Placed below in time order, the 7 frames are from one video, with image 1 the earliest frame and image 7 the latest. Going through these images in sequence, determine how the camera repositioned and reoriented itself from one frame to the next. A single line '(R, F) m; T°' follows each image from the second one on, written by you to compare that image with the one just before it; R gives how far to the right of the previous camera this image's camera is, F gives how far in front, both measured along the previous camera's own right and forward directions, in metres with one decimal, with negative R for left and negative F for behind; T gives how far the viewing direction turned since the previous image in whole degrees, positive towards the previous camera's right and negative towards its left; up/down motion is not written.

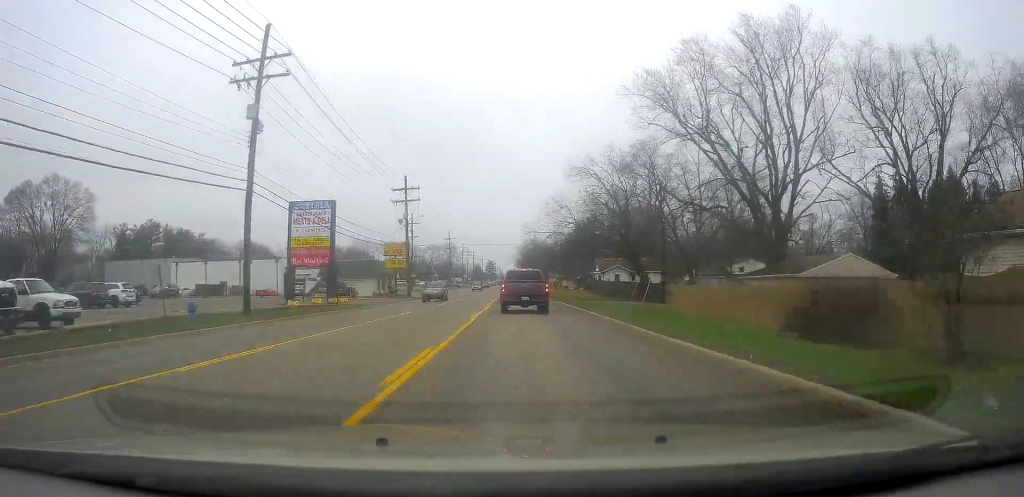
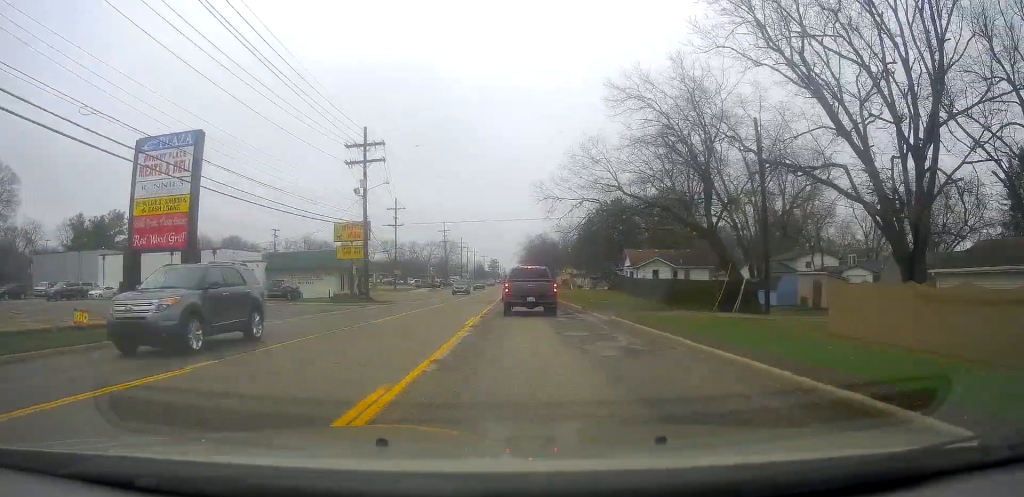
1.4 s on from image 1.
(+0.7, +20.2) m; +2°
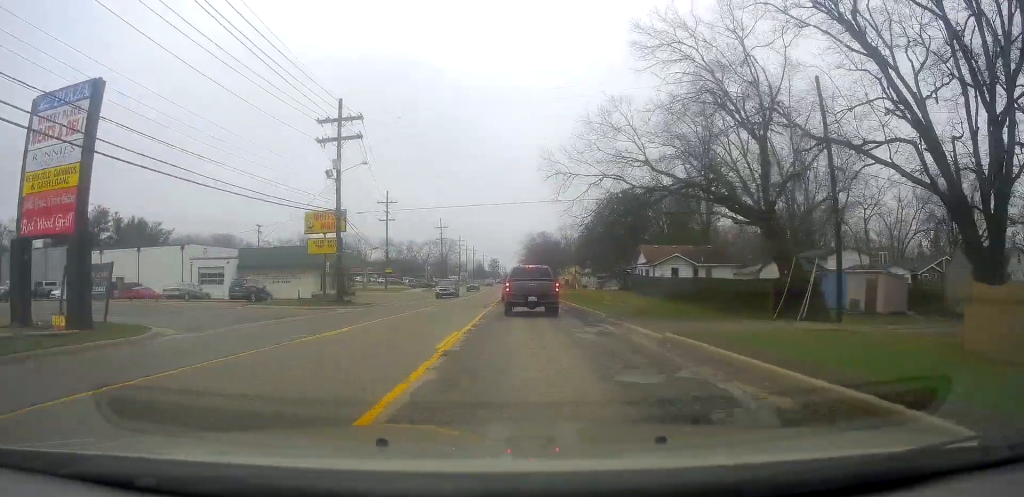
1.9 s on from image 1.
(0.0, +7.4) m; 0°
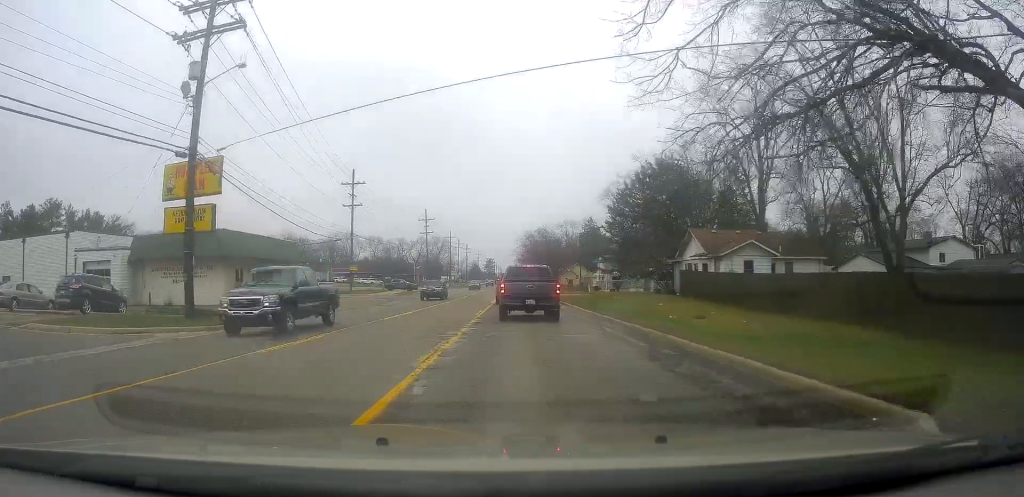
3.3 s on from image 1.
(-0.3, +17.7) m; -3°
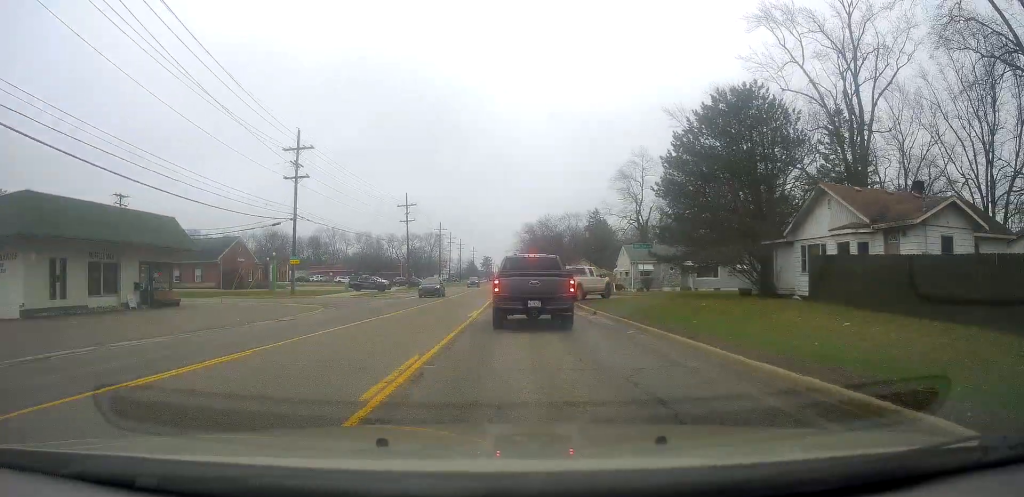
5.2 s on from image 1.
(0.0, +19.1) m; -1°
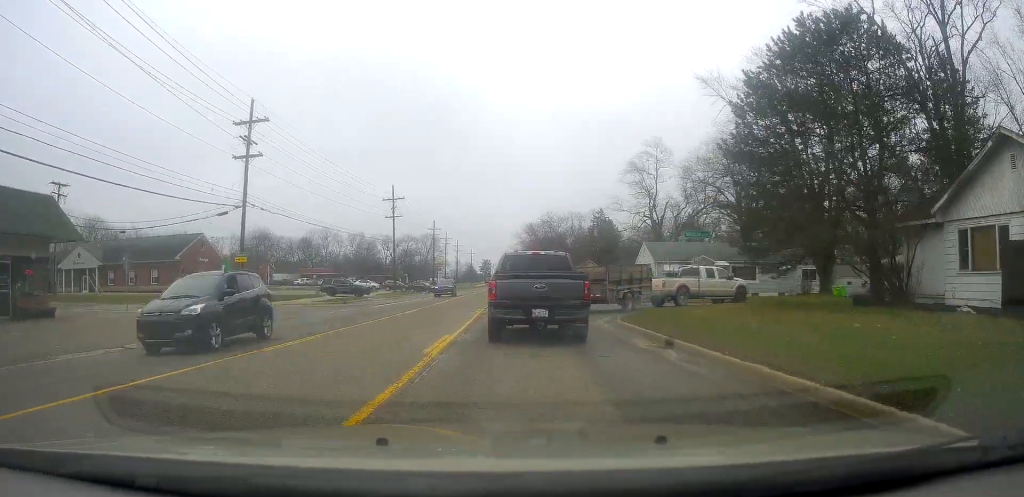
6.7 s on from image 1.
(-0.2, +11.8) m; -2°
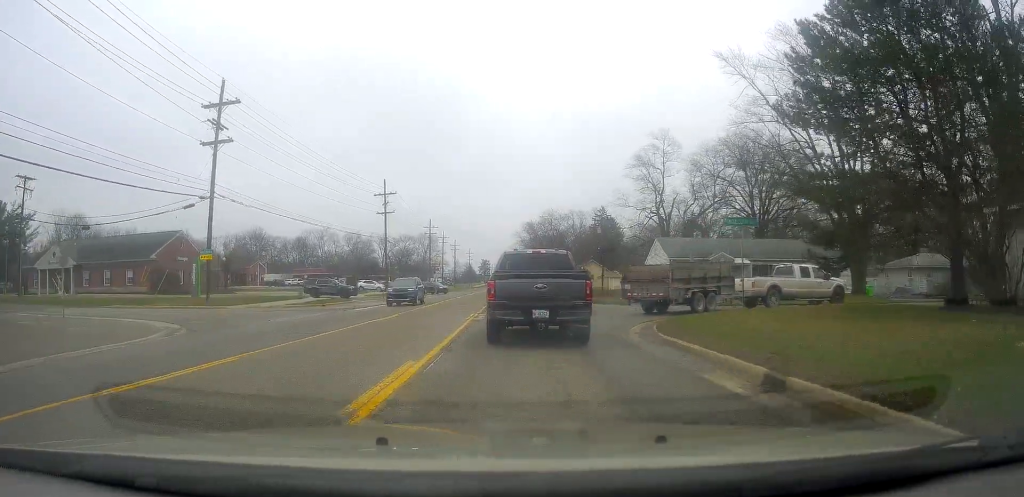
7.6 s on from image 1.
(-0.2, +5.1) m; -1°
